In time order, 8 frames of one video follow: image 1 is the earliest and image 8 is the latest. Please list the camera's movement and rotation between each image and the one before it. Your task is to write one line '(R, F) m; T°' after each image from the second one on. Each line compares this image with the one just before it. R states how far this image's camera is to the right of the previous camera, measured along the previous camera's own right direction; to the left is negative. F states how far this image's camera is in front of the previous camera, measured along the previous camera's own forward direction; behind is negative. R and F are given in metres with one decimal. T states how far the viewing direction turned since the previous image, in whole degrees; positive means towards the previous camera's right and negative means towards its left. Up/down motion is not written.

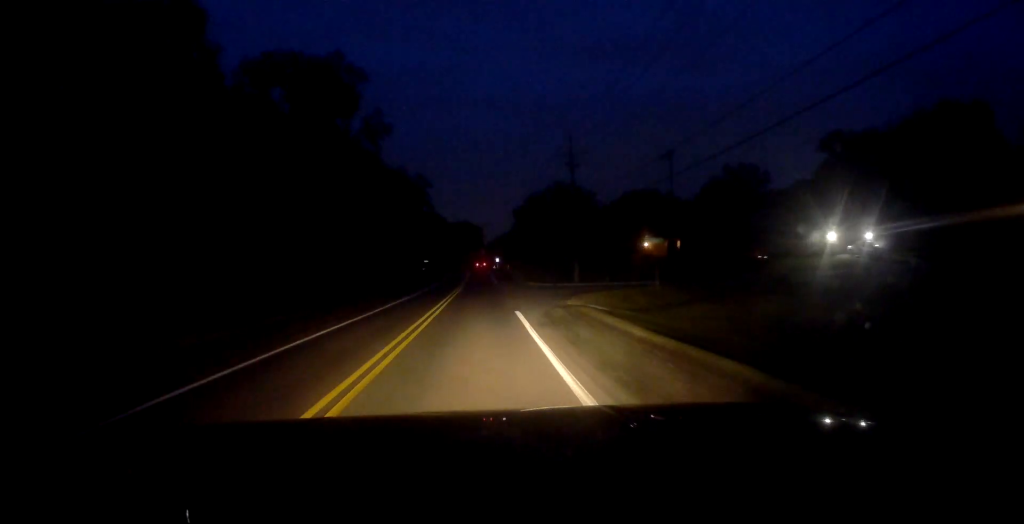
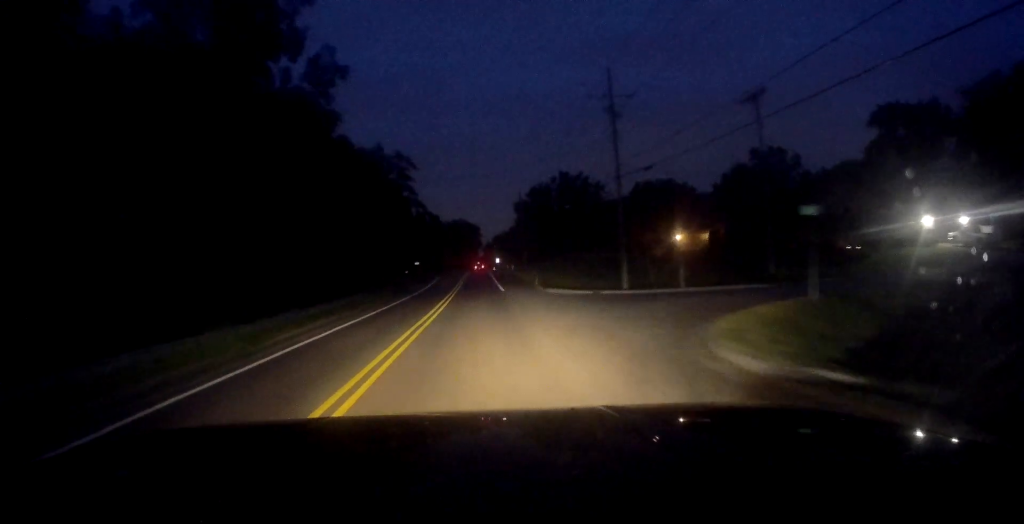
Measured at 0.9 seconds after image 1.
(0.0, +17.8) m; +2°
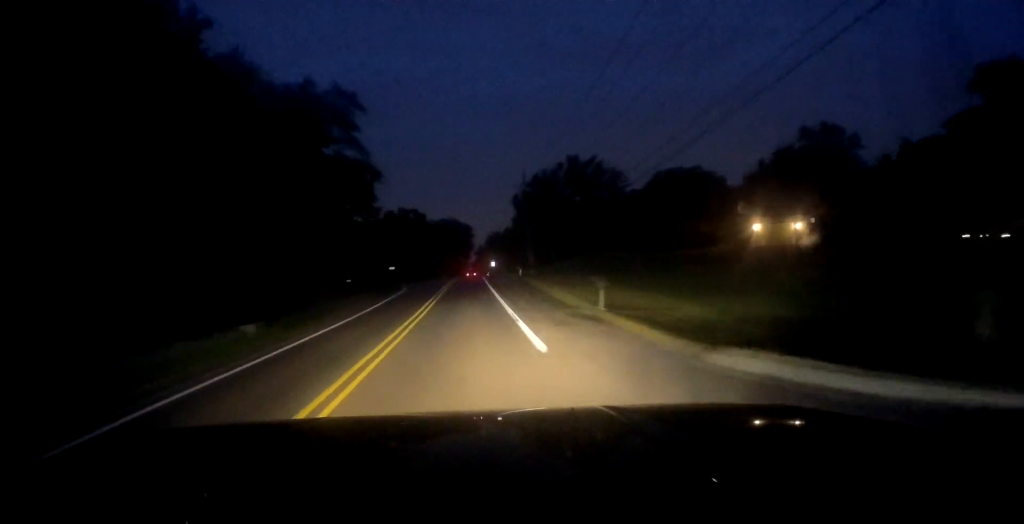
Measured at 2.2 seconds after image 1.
(+0.8, +26.9) m; +1°
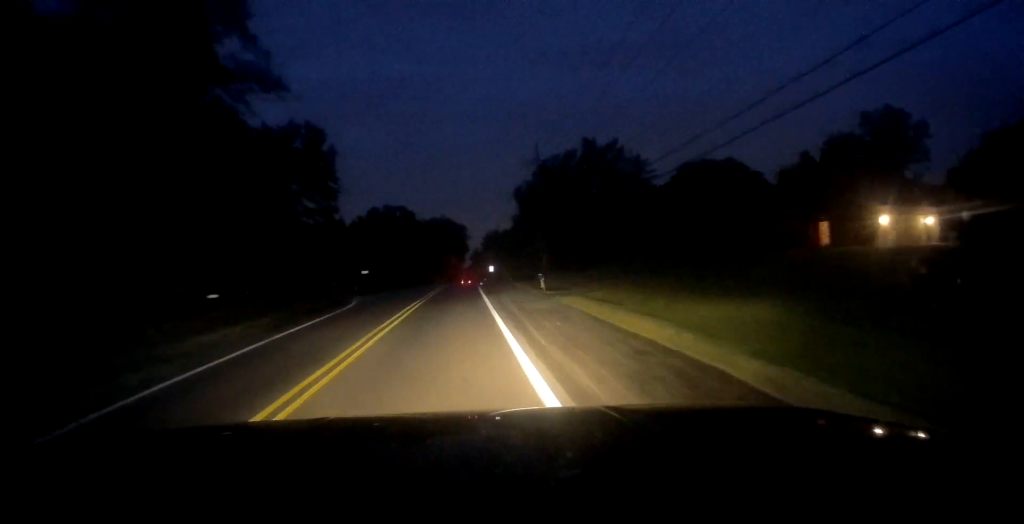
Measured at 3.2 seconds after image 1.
(-0.2, +21.2) m; 0°
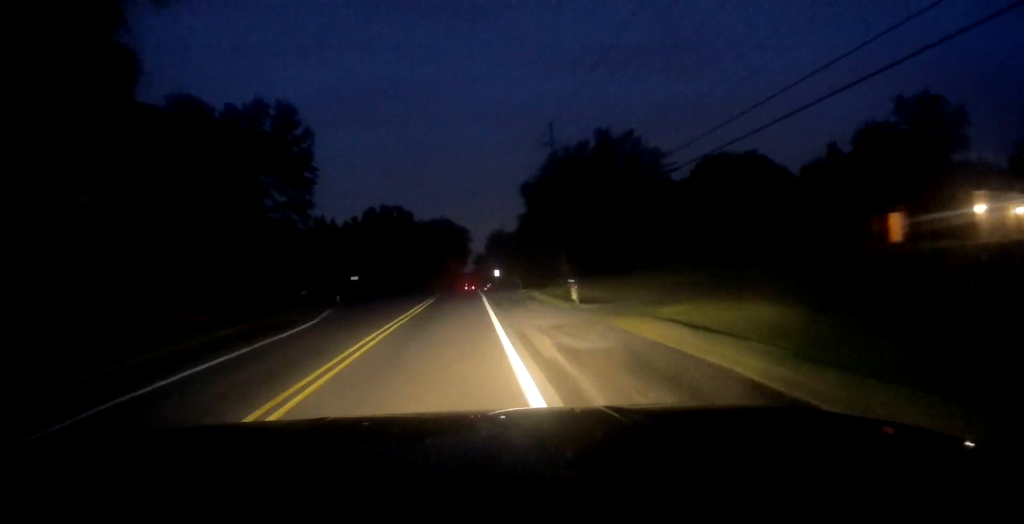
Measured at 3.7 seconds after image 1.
(+0.2, +9.5) m; -1°
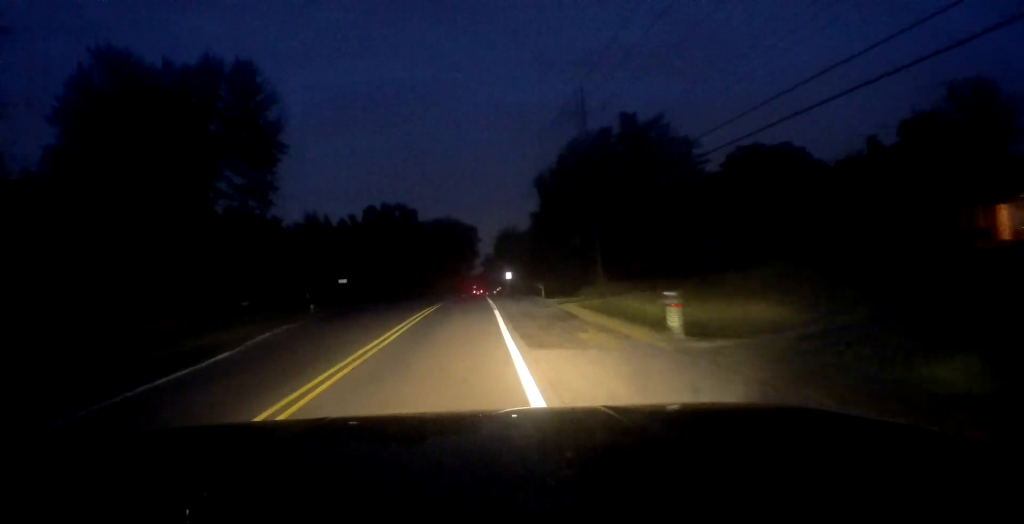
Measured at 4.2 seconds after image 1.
(0.0, +10.7) m; 0°
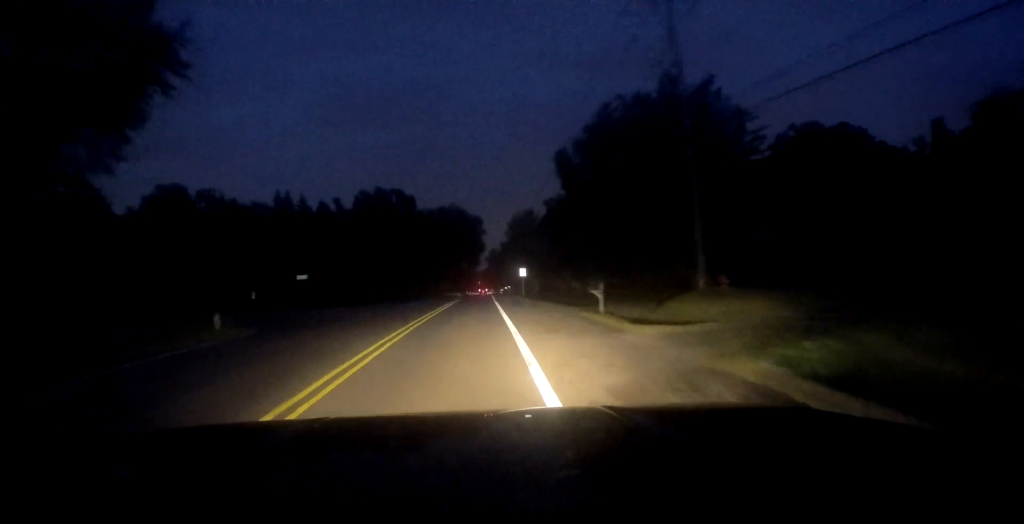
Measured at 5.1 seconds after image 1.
(-0.5, +17.1) m; 0°
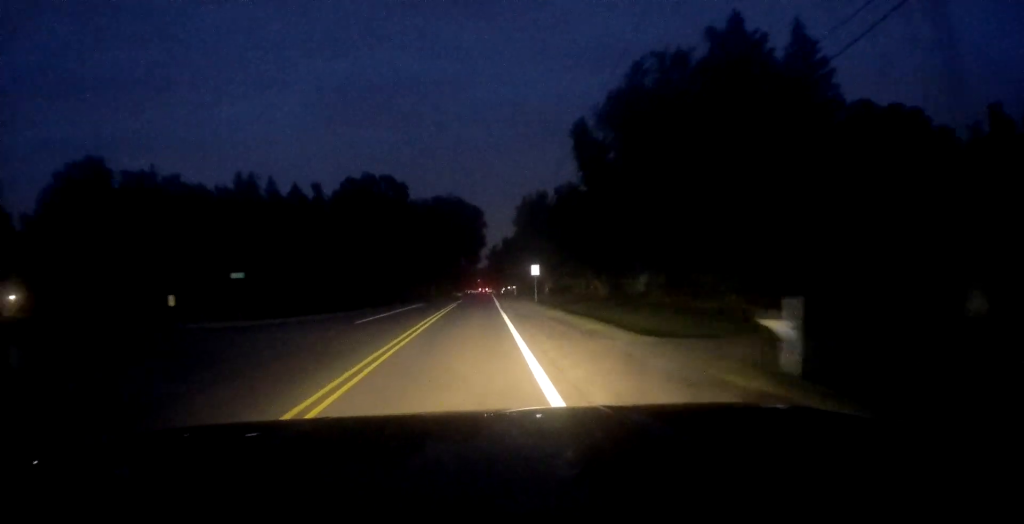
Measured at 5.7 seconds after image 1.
(+0.5, +12.9) m; +1°
